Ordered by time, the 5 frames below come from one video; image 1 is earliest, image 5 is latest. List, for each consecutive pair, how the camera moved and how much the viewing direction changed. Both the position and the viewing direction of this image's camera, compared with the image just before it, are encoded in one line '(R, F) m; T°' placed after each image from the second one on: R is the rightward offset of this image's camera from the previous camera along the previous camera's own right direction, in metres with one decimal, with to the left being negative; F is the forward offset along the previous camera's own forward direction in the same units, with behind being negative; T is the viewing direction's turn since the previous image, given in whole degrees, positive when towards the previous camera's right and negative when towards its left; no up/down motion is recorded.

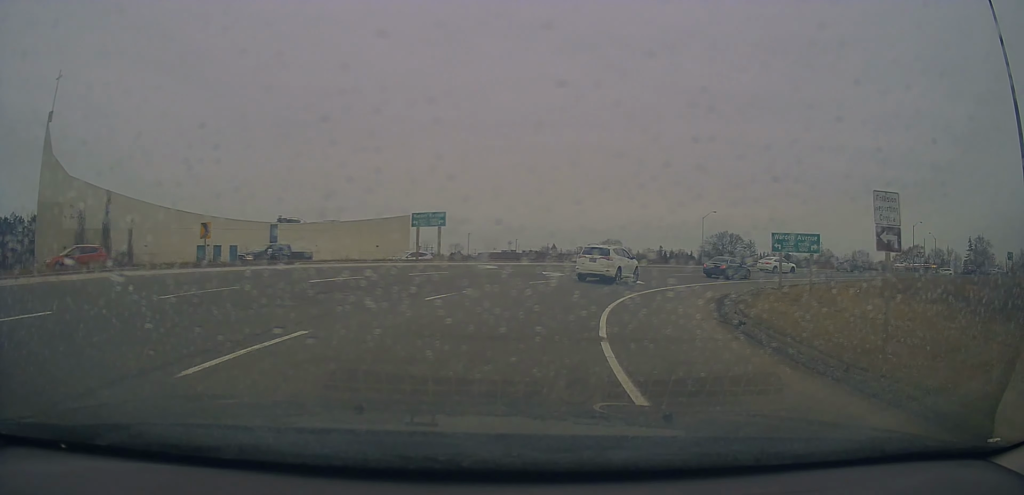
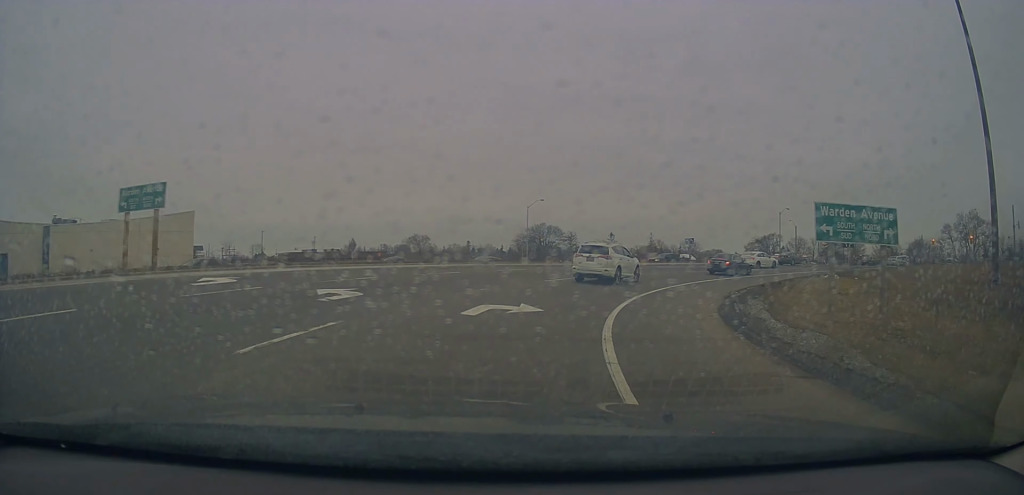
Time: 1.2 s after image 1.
(+2.9, +14.8) m; +21°
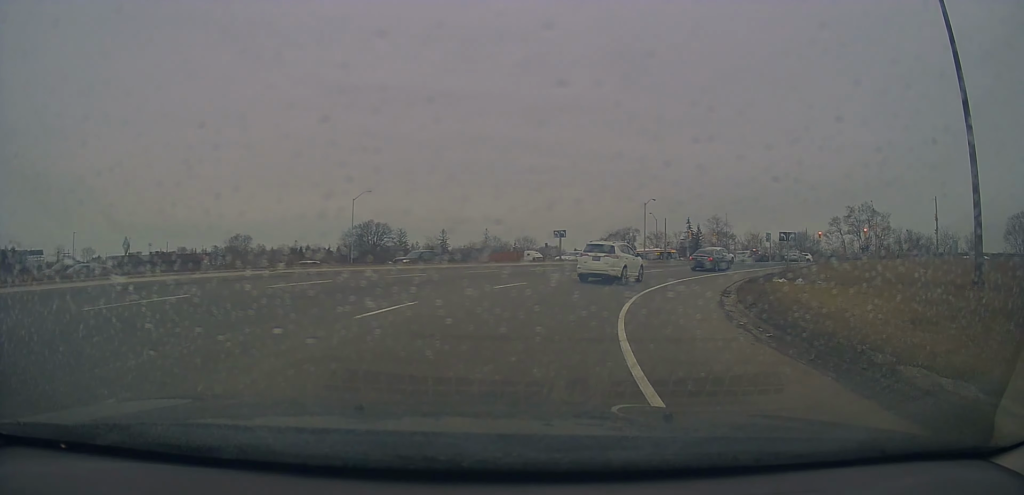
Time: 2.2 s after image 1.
(+1.9, +12.1) m; +17°
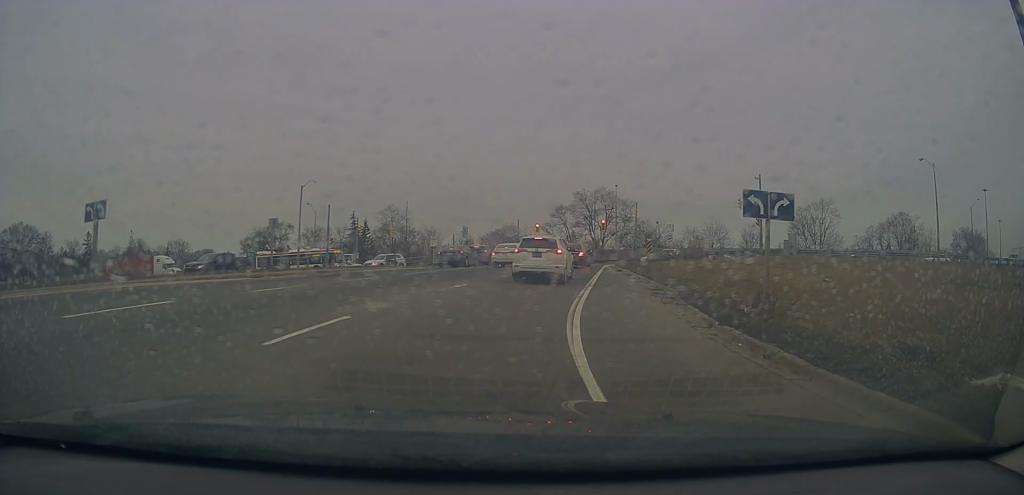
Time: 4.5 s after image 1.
(+7.2, +24.3) m; +35°
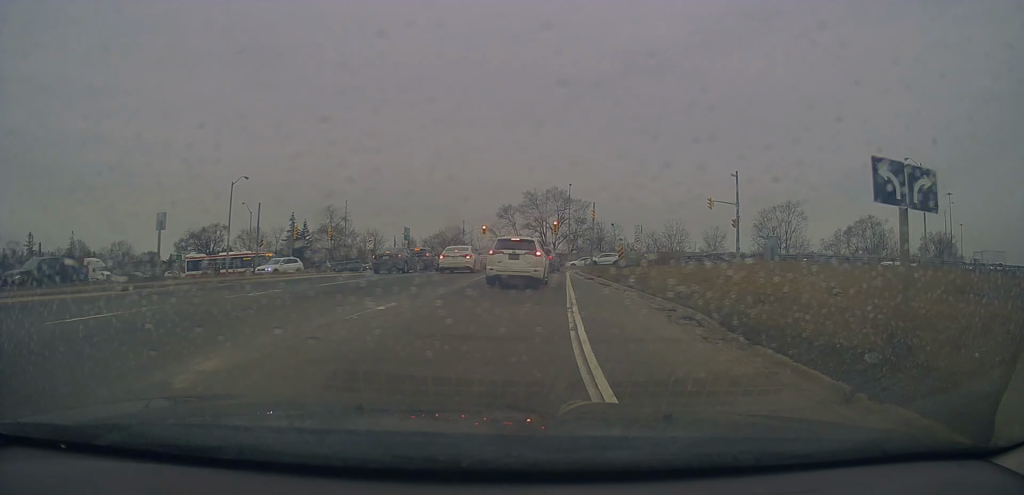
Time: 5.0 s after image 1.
(+1.0, +7.0) m; +6°
